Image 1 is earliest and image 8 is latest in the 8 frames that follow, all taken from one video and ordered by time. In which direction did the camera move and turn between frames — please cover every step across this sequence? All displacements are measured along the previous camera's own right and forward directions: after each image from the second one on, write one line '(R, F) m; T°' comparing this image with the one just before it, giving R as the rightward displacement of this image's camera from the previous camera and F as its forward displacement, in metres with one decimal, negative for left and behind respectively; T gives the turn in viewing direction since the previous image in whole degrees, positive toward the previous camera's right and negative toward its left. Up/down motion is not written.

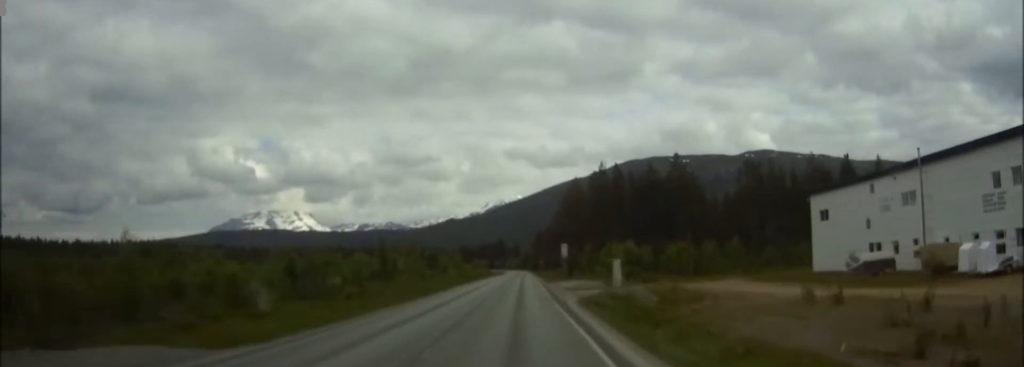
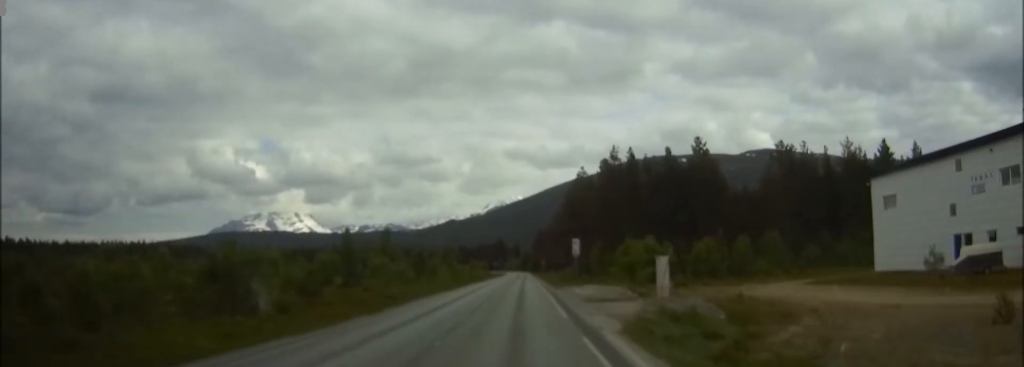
(0.0, +13.5) m; 0°
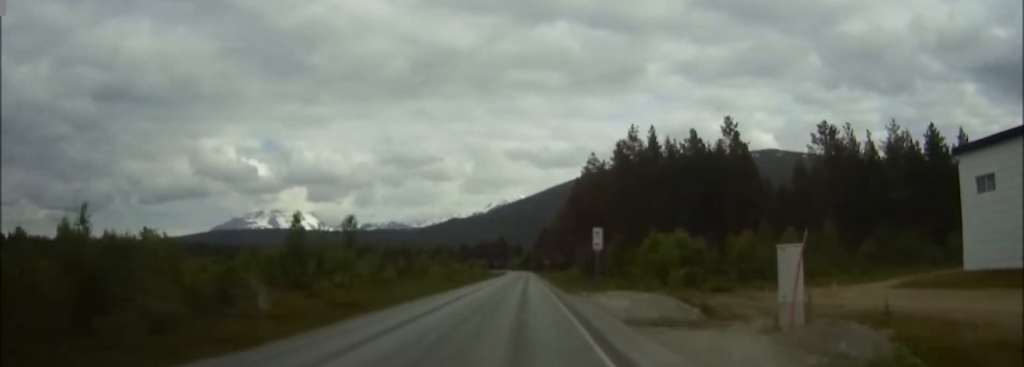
(-0.1, +13.5) m; 0°
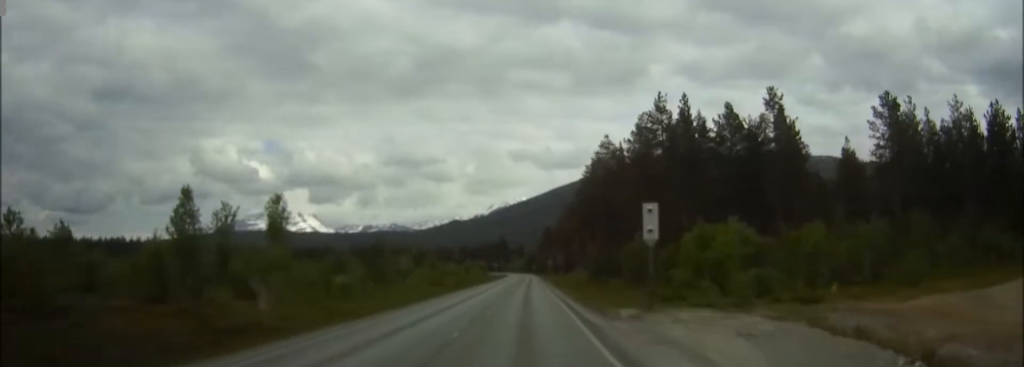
(0.0, +15.2) m; 0°
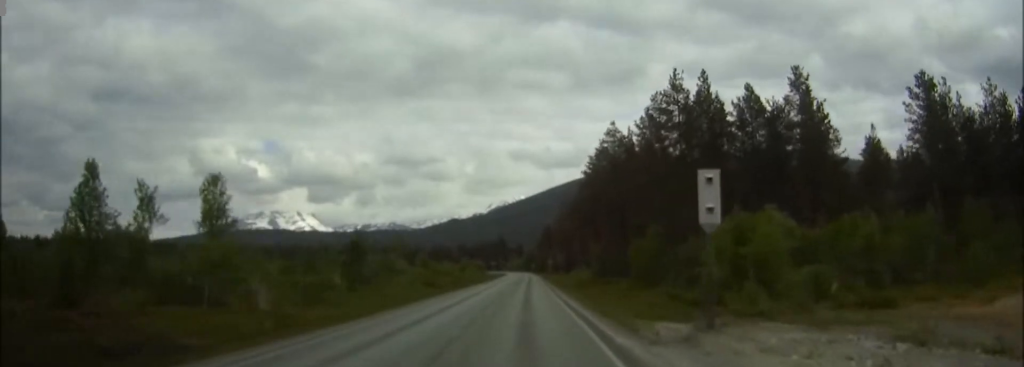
(0.0, +7.3) m; 0°
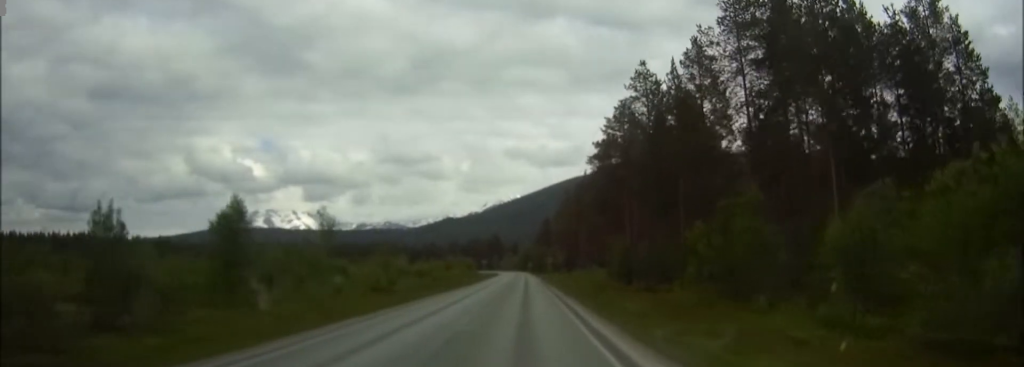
(+0.1, +23.2) m; +1°
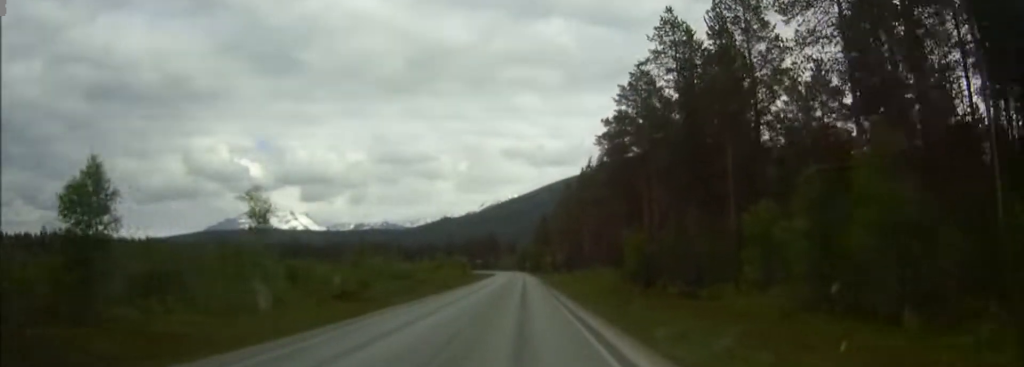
(0.0, +12.0) m; 0°
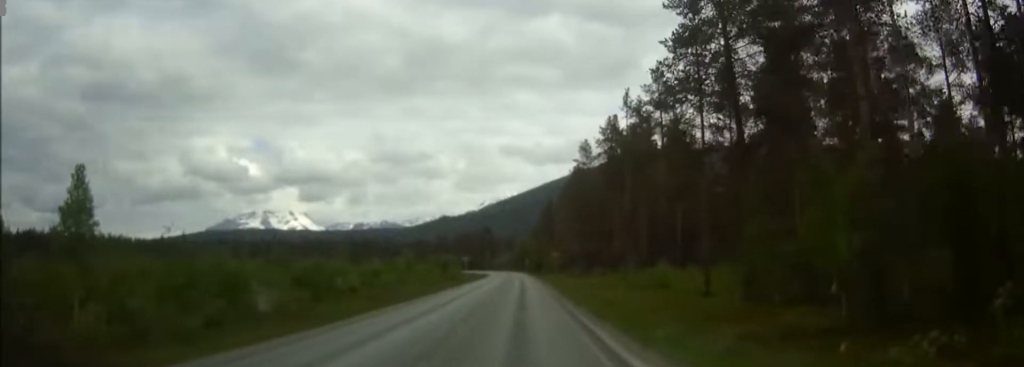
(-0.2, +36.6) m; 0°
